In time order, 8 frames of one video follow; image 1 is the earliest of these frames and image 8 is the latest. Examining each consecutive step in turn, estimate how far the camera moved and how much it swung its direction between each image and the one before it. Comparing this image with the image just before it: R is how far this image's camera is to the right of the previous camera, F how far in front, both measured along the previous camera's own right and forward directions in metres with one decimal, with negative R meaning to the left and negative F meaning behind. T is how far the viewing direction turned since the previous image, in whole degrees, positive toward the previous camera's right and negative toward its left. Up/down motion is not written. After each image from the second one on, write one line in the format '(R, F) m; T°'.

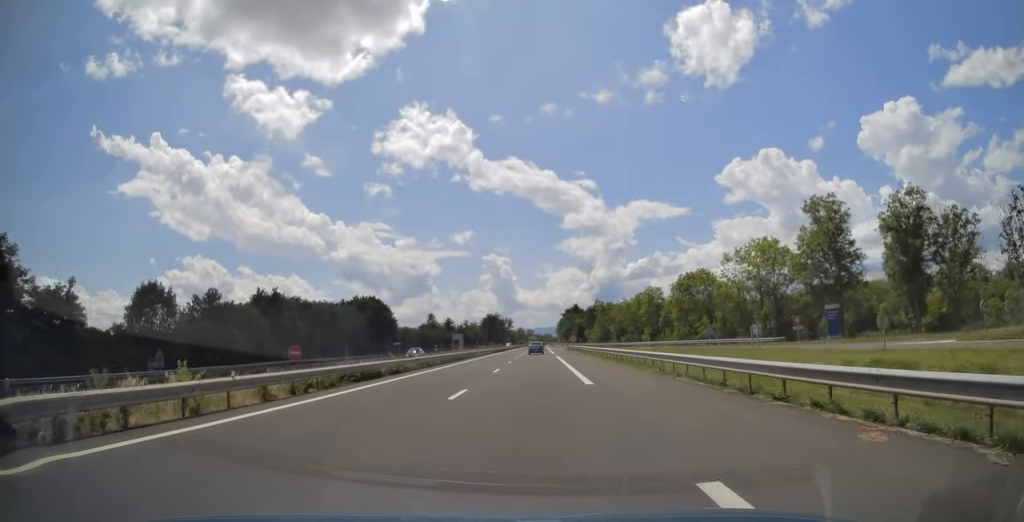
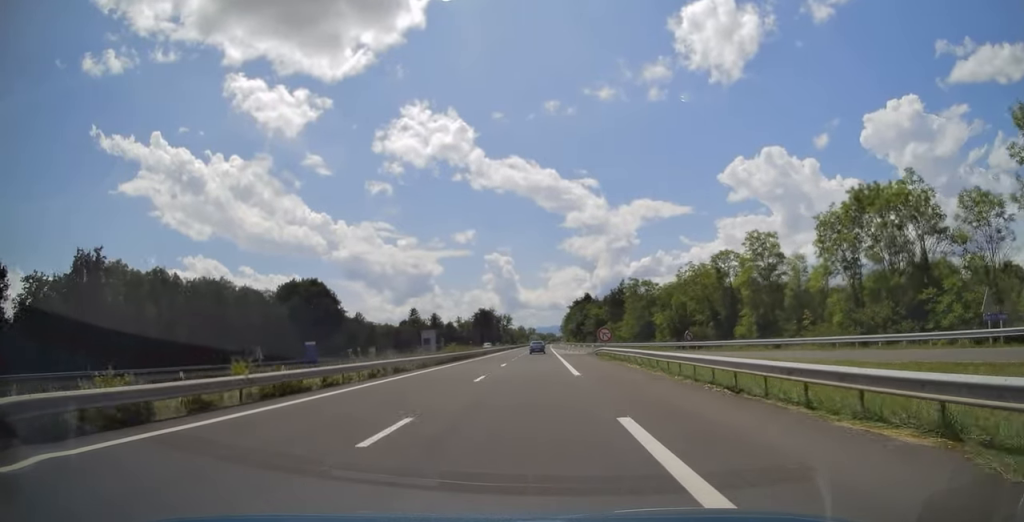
(+0.2, +47.1) m; 0°
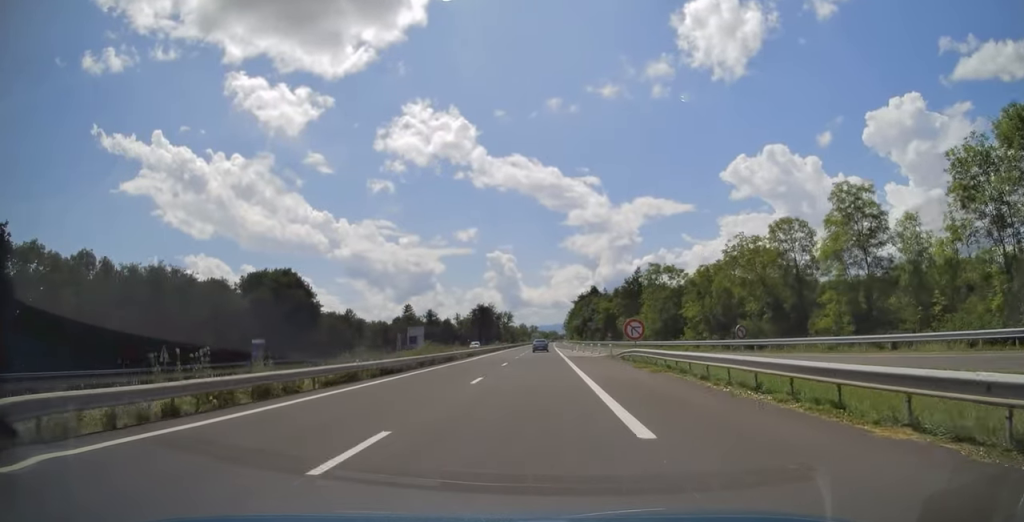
(-0.1, +15.2) m; 0°
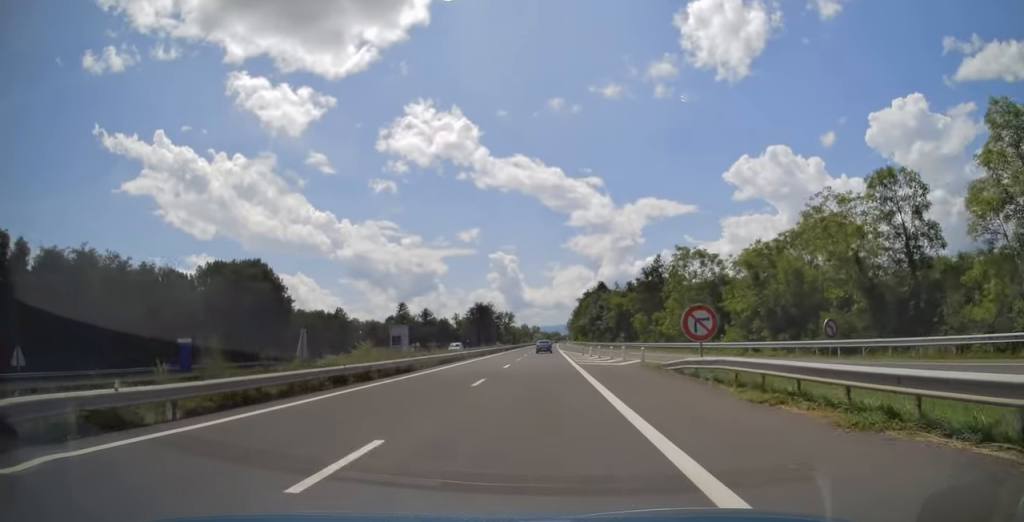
(0.0, +14.1) m; 0°
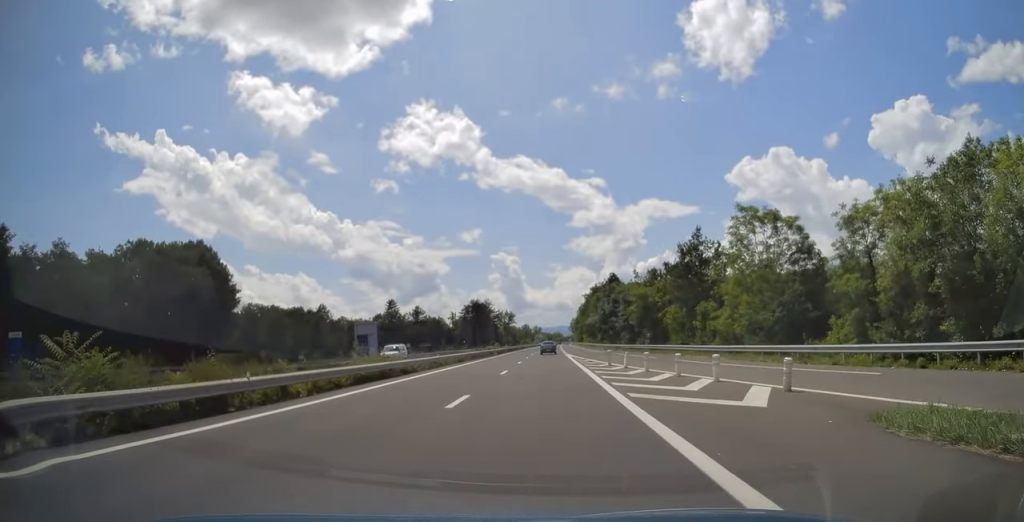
(0.0, +19.4) m; 0°
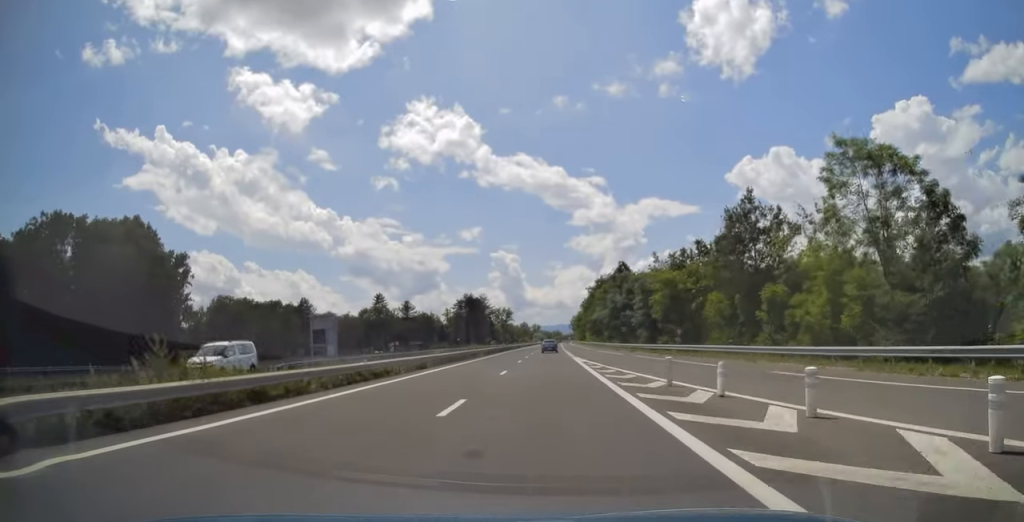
(0.0, +15.2) m; 0°
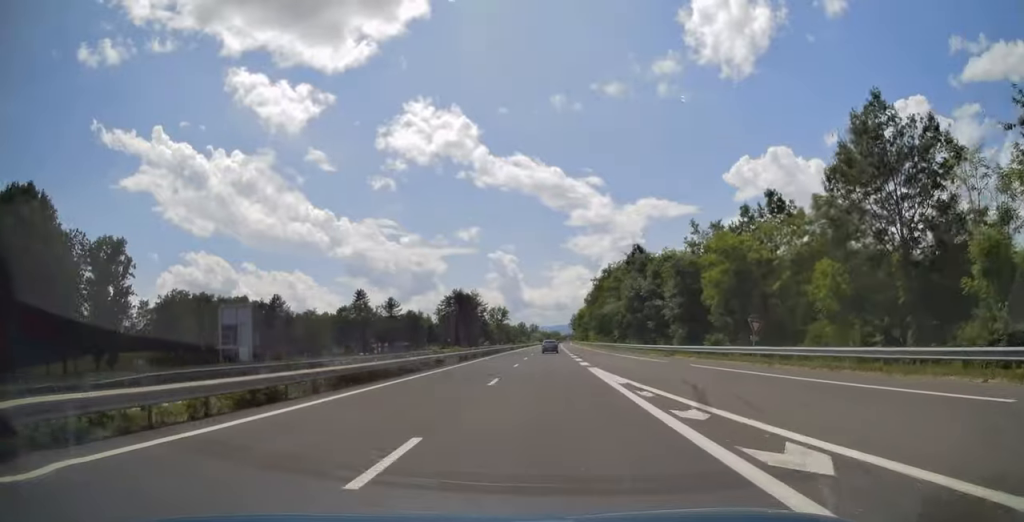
(0.0, +18.9) m; 0°
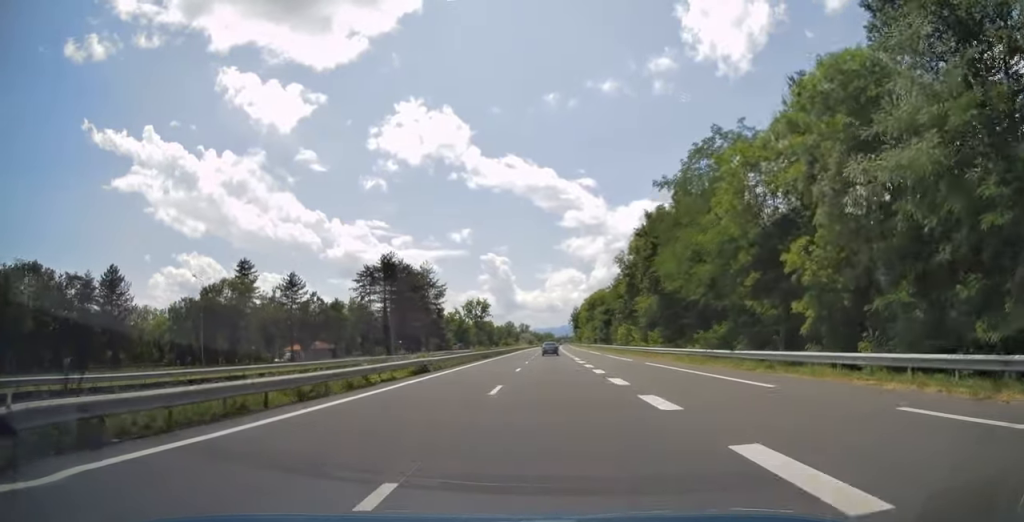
(+0.7, +69.4) m; +1°
